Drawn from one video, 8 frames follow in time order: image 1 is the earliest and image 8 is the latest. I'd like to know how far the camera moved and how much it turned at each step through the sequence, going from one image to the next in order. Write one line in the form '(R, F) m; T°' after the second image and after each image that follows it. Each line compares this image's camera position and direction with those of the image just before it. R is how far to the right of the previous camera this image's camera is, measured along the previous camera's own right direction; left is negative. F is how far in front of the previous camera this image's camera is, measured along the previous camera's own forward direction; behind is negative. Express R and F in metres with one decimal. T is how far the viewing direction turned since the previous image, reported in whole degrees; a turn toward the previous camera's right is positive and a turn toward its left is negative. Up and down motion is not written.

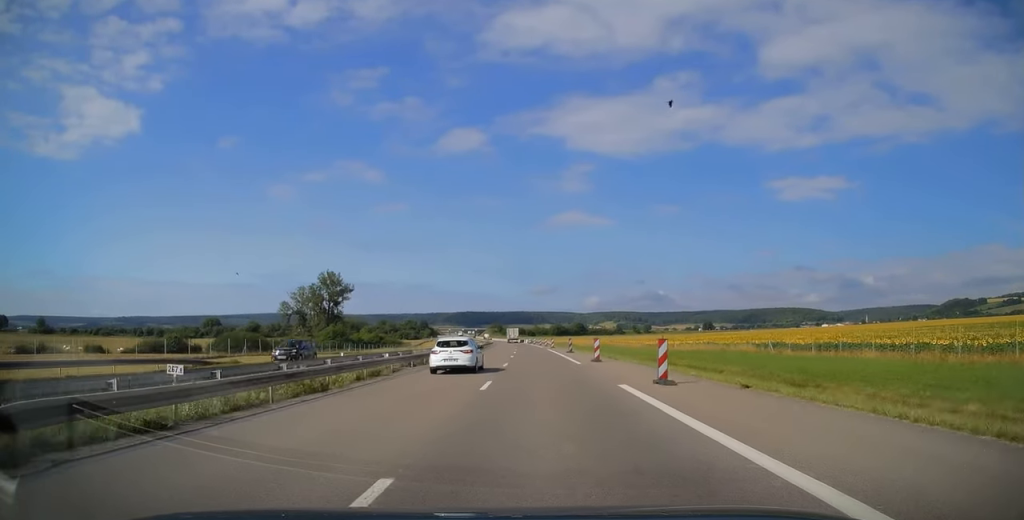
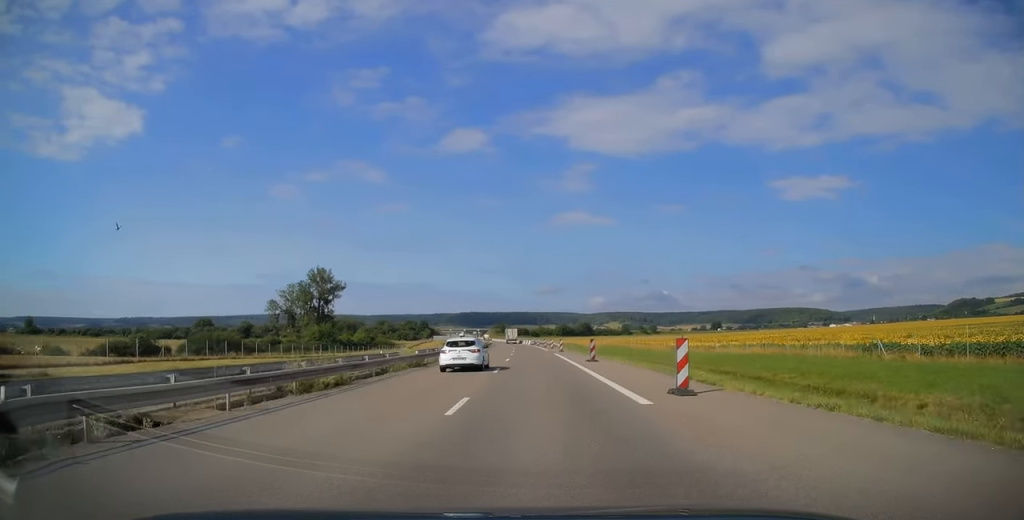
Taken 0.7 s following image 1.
(-0.1, +18.5) m; -1°
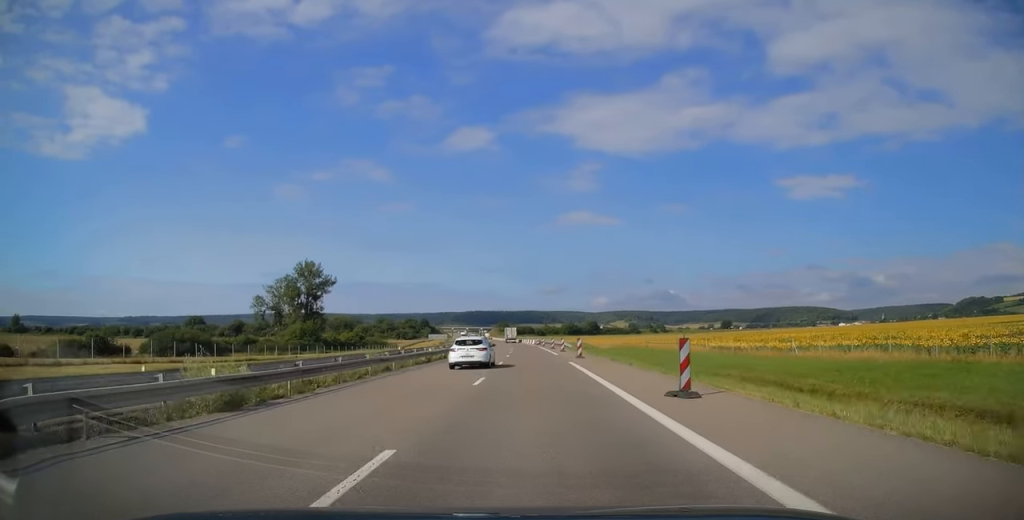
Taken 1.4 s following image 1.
(-0.2, +19.9) m; -1°
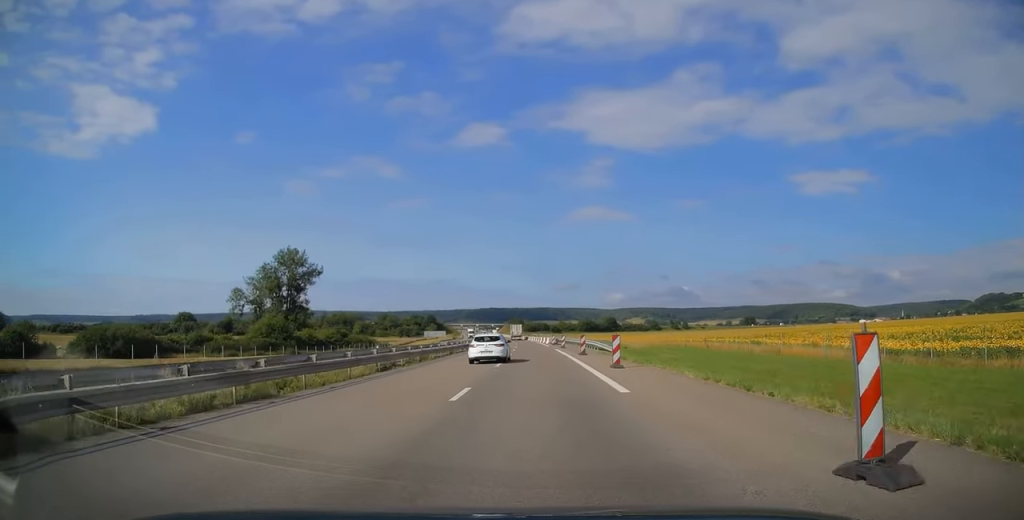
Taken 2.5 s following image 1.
(-0.3, +30.8) m; 0°
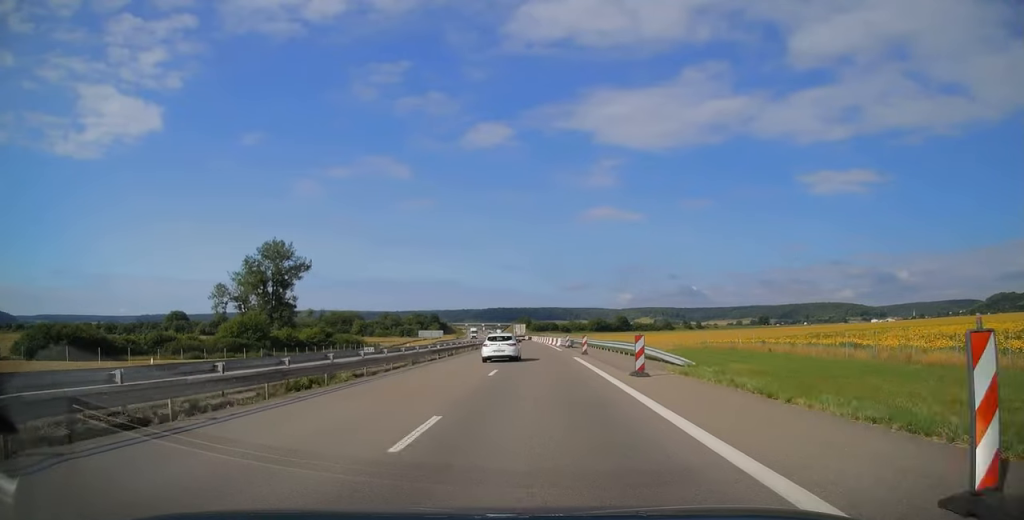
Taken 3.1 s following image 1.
(+0.1, +18.4) m; 0°
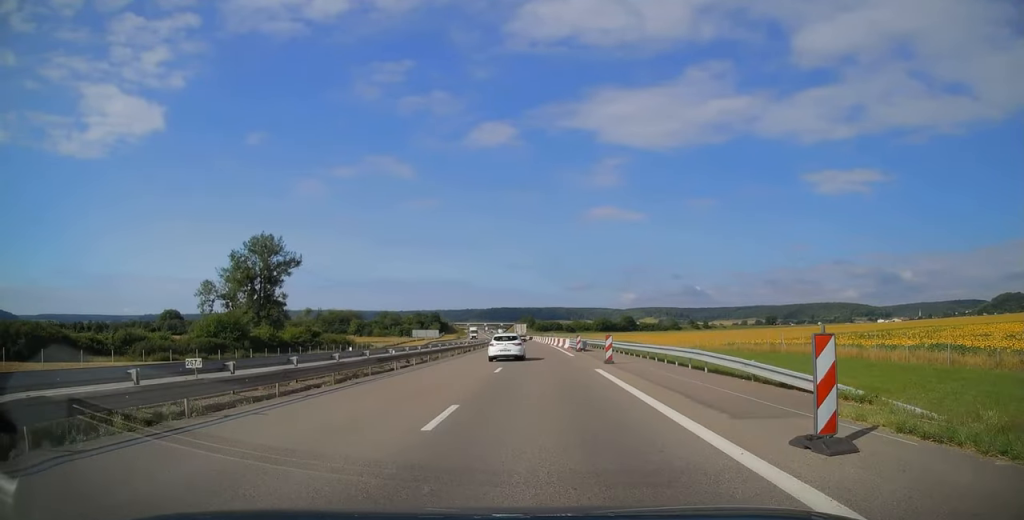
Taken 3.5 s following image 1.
(0.0, +11.4) m; 0°
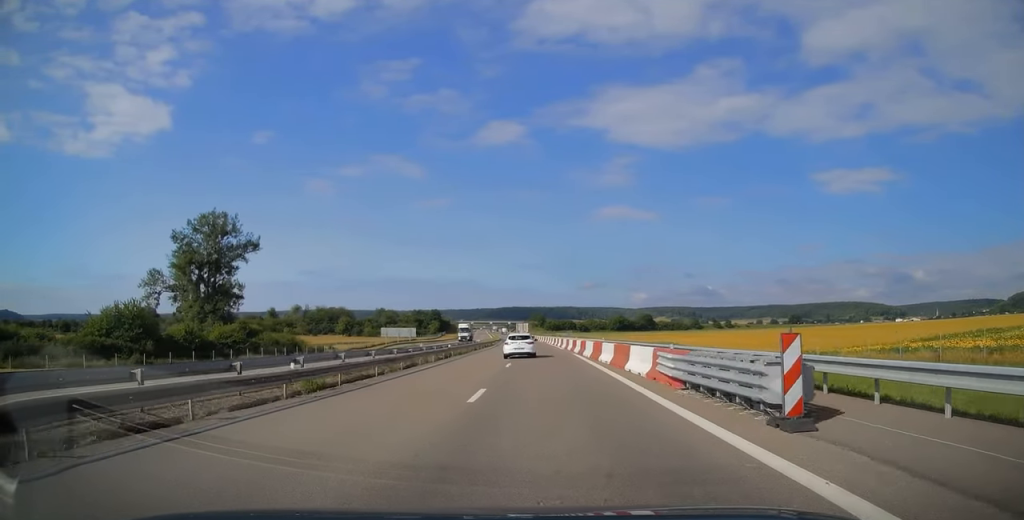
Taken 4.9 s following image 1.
(-0.7, +35.7) m; -1°
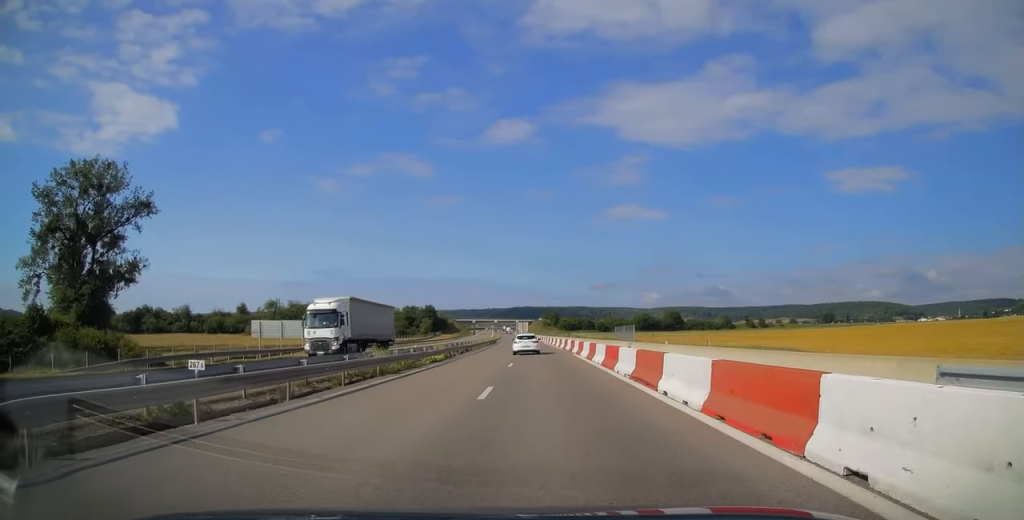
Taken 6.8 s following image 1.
(-0.4, +52.0) m; -1°
